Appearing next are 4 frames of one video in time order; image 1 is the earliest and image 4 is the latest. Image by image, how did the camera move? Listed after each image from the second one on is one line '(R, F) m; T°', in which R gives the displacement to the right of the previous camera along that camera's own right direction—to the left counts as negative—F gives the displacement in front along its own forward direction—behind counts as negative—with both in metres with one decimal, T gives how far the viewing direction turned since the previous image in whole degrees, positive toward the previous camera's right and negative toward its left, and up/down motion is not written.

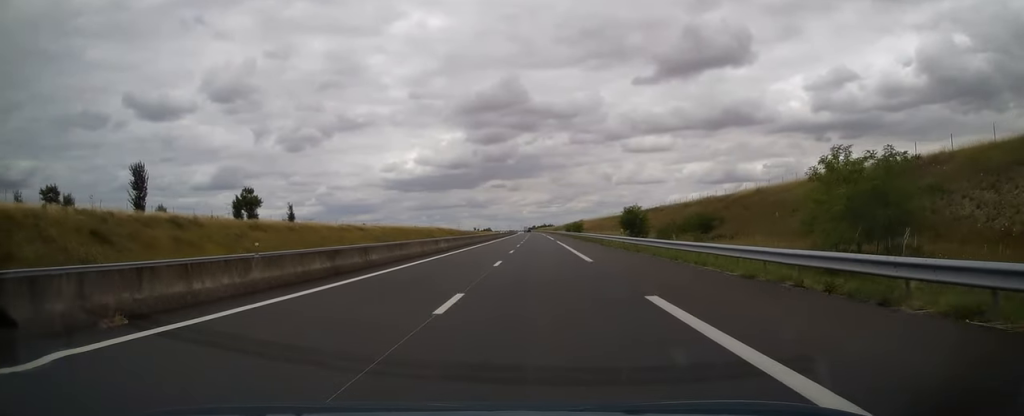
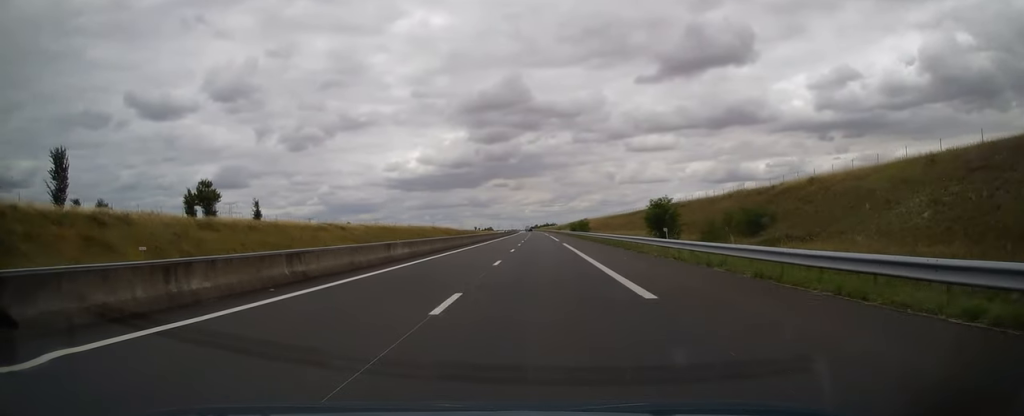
(0.0, +13.0) m; 0°
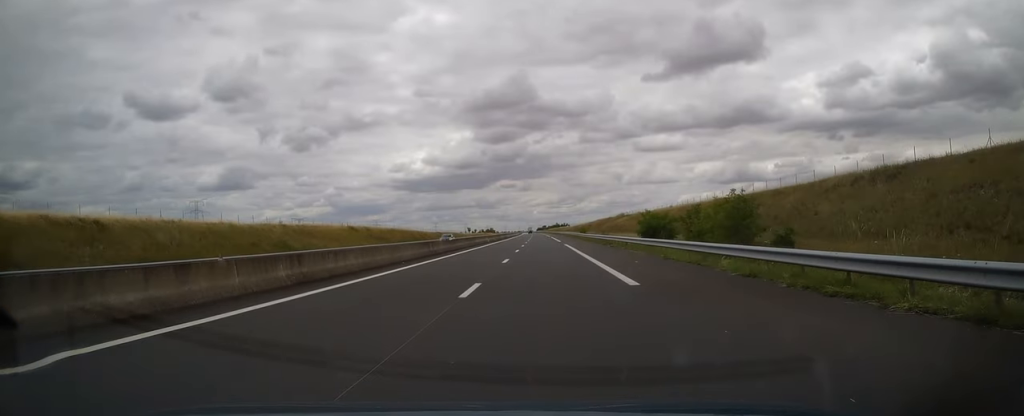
(-1.7, +100.2) m; -2°
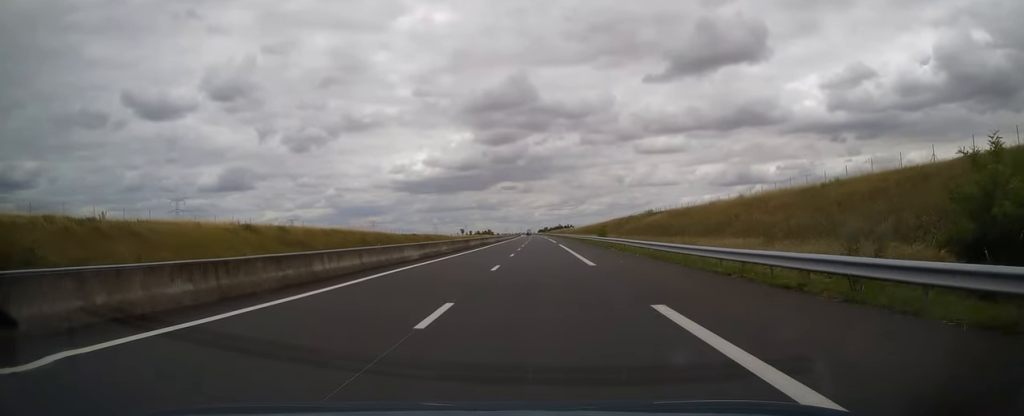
(+0.2, +42.2) m; +1°
